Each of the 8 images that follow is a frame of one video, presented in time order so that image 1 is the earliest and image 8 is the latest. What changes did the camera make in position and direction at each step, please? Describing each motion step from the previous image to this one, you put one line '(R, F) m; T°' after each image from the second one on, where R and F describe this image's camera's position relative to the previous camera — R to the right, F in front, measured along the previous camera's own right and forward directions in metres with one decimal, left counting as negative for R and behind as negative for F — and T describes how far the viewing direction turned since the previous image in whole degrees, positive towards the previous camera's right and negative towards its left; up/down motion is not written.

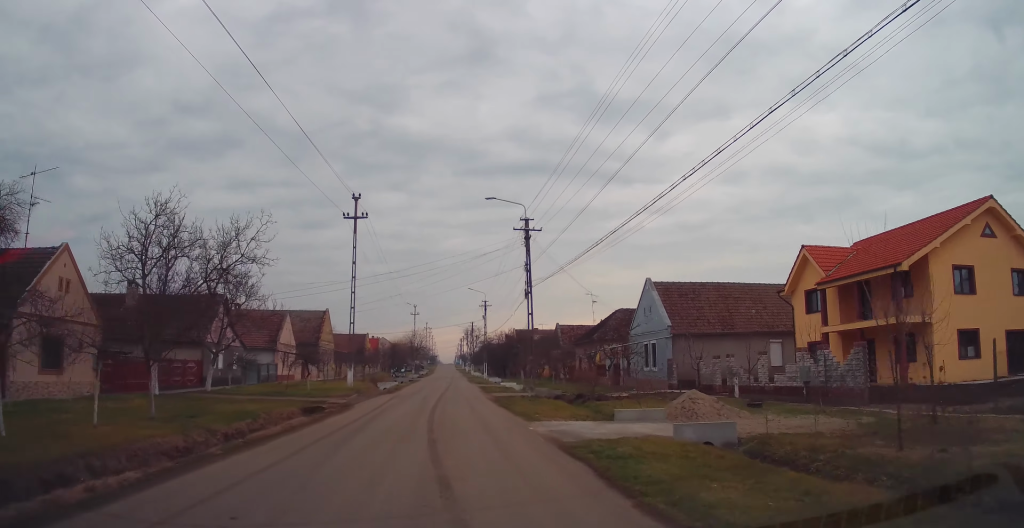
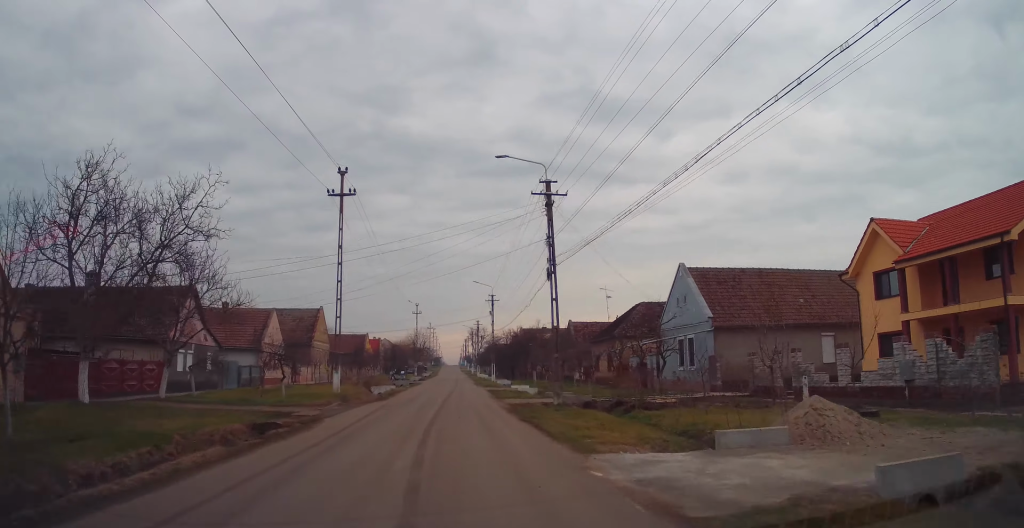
(0.0, +5.9) m; 0°
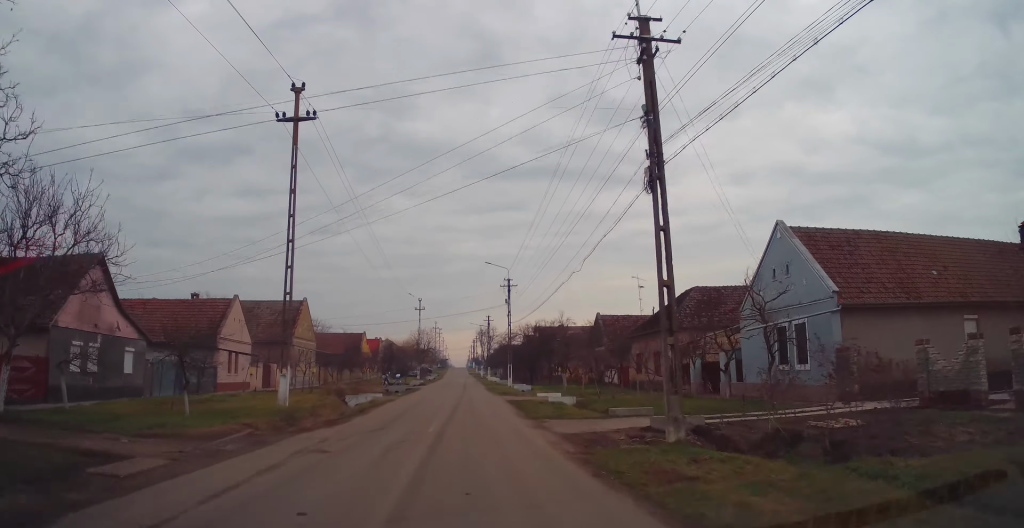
(-0.1, +11.0) m; -2°
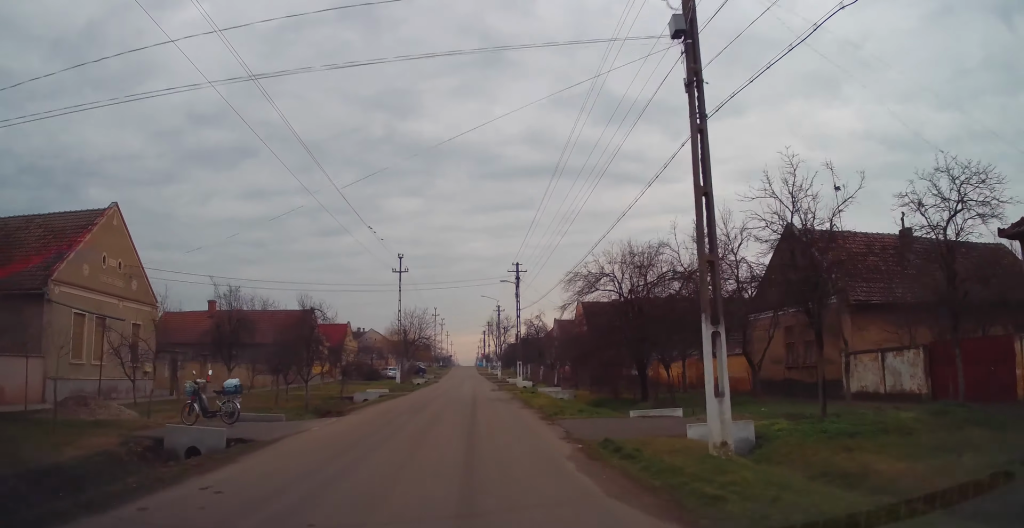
(-0.3, +38.0) m; -1°
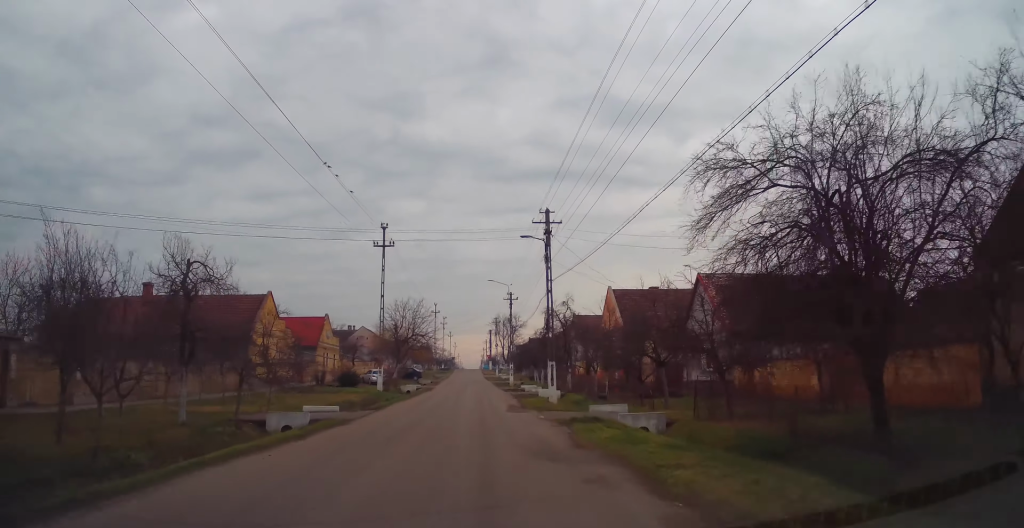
(-0.4, +14.9) m; 0°
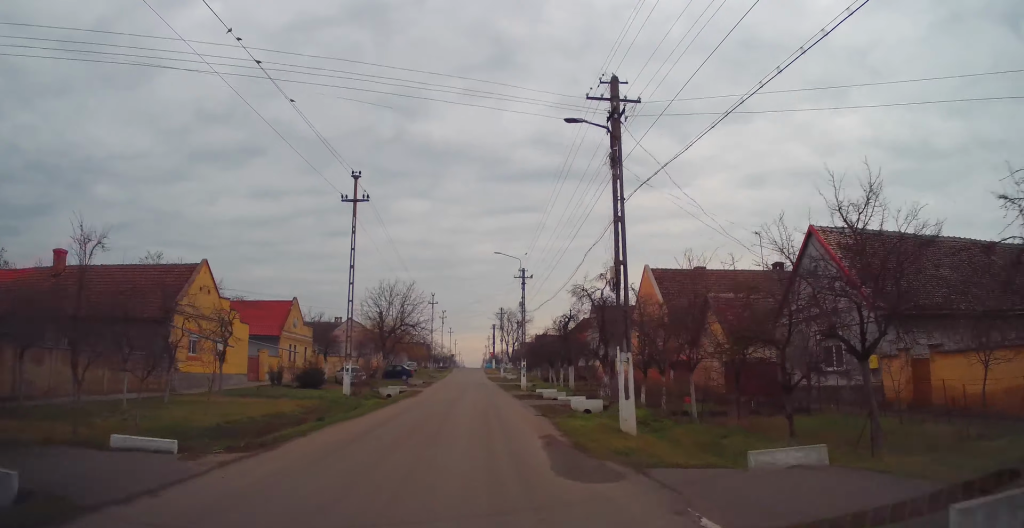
(+0.1, +12.9) m; 0°
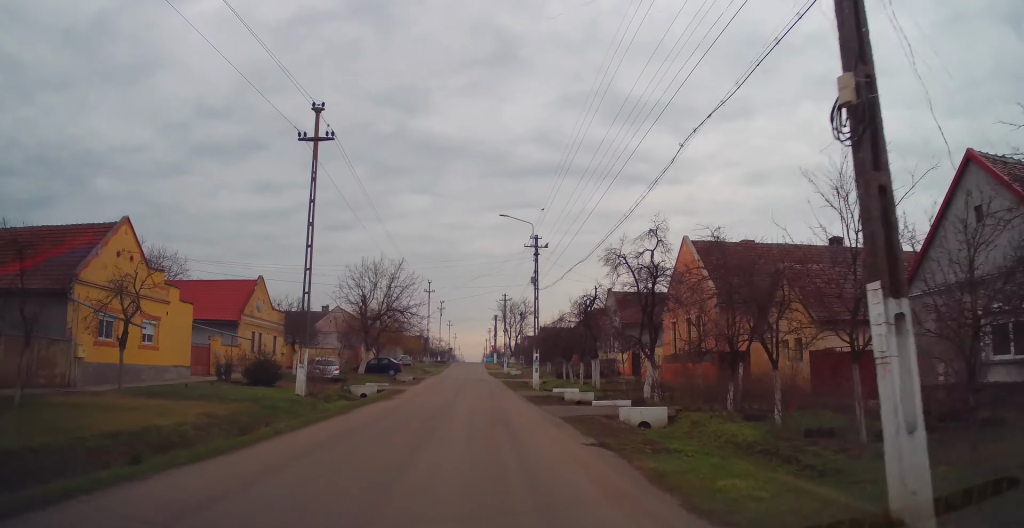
(+0.2, +9.3) m; 0°
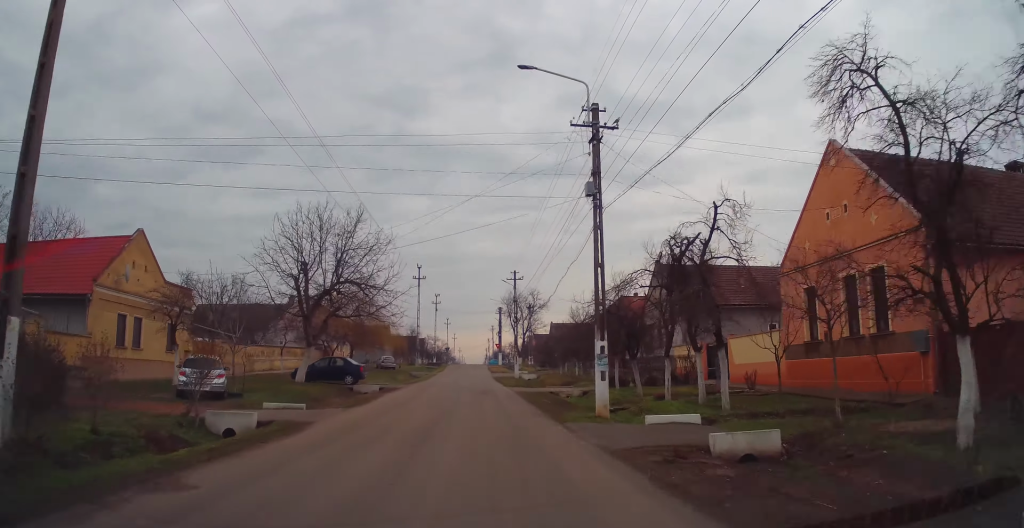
(-0.4, +18.0) m; 0°
